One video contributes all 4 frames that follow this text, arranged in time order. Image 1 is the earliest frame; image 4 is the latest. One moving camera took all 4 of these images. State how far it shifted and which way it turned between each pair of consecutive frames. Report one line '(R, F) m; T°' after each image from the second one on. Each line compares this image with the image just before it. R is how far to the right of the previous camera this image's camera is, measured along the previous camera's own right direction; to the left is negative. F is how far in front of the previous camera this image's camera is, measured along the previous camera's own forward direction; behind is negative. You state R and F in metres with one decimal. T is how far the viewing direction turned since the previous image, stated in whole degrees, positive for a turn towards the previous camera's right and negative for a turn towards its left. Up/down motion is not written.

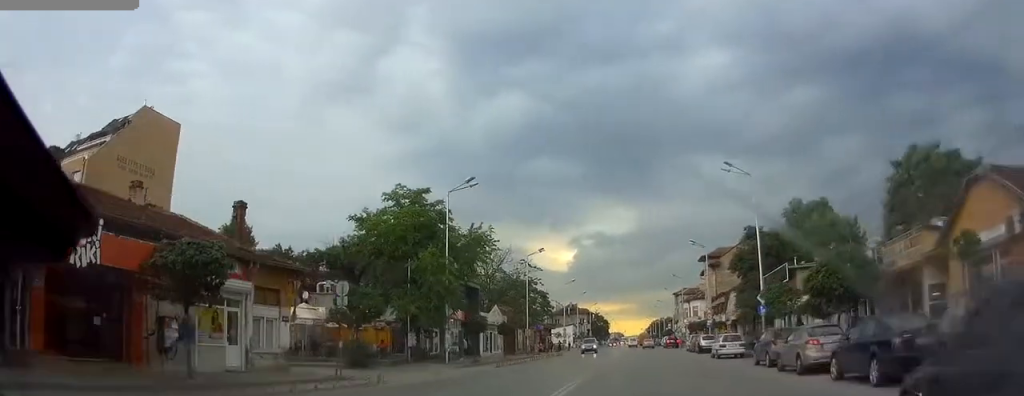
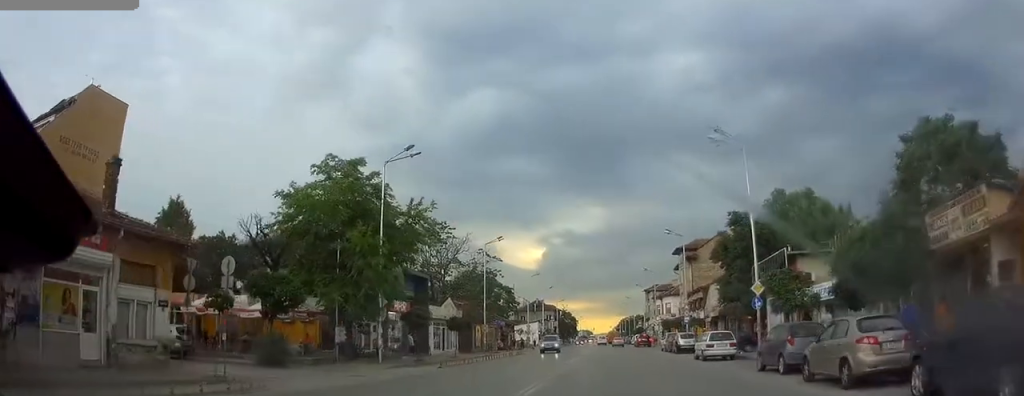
(+0.1, +5.9) m; +2°
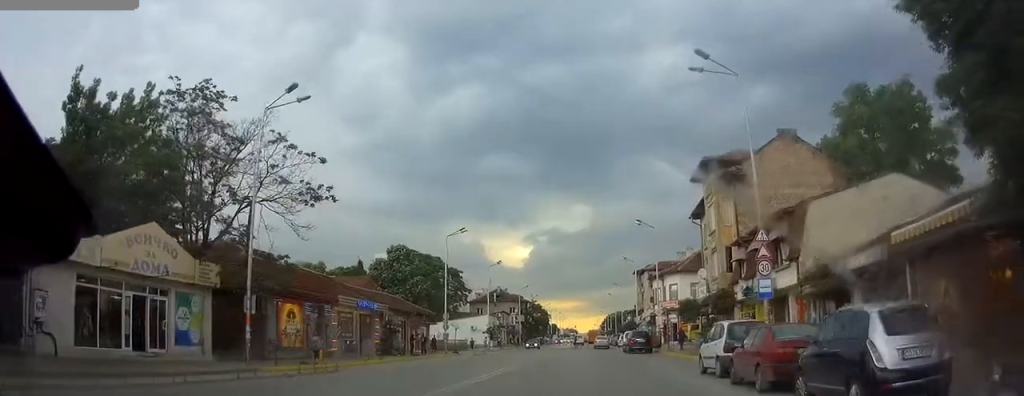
(+1.6, +35.8) m; +4°
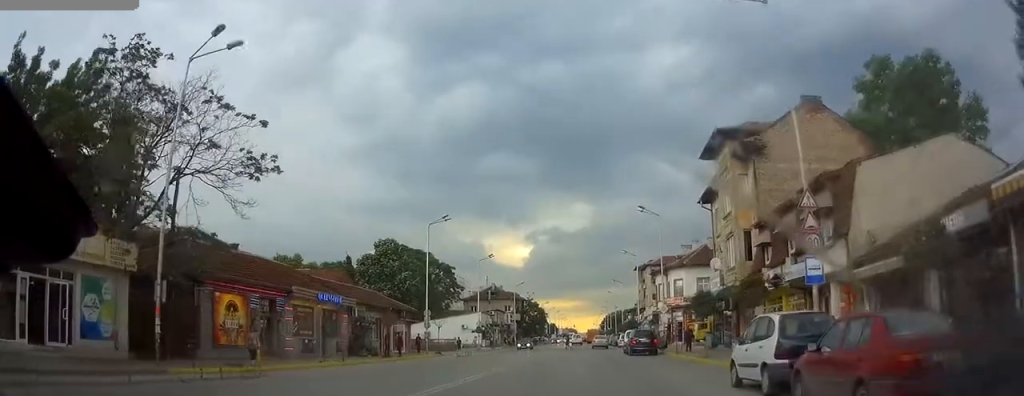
(0.0, +5.4) m; 0°
